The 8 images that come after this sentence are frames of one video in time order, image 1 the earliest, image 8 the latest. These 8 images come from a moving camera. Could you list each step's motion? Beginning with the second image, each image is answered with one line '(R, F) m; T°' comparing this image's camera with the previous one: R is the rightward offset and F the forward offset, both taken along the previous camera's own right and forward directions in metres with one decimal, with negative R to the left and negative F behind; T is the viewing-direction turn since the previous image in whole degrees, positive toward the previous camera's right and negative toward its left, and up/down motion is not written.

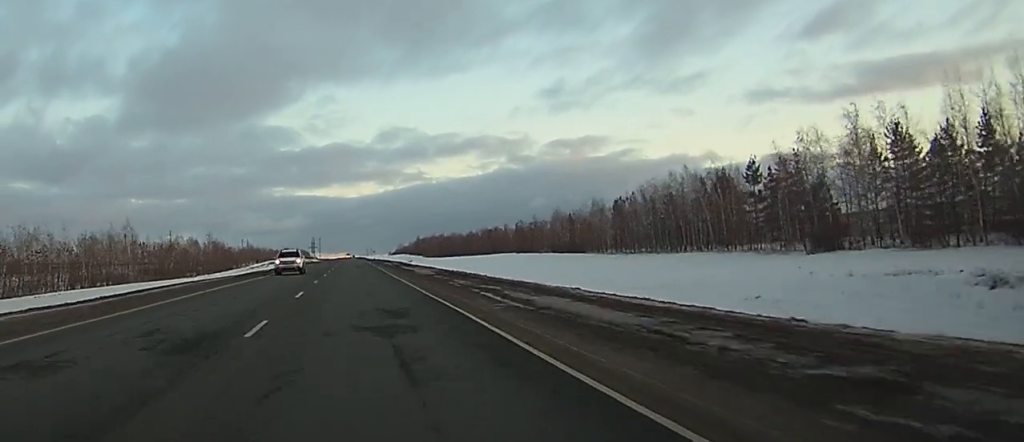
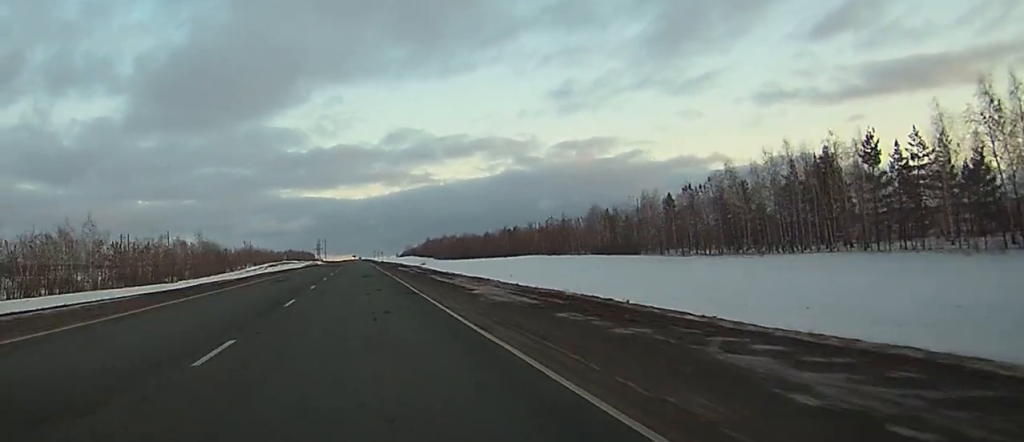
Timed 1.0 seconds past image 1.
(-0.2, +27.1) m; -1°
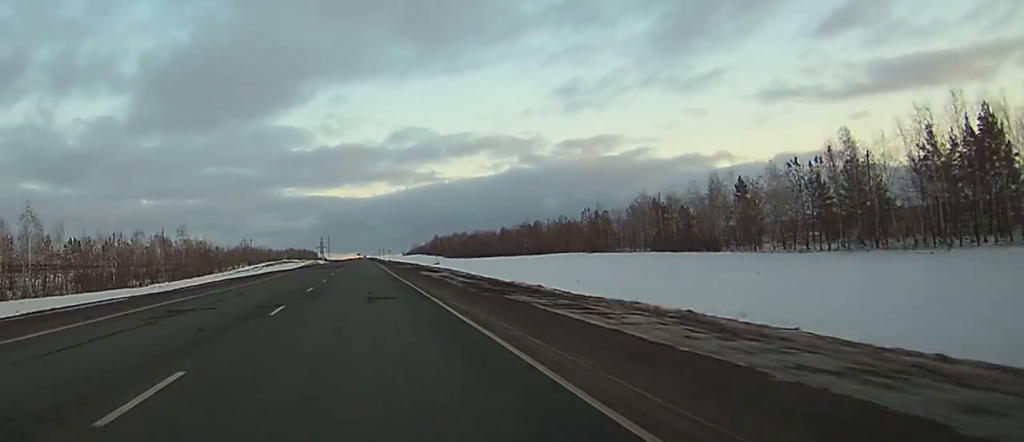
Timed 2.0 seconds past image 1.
(-0.1, +27.2) m; 0°
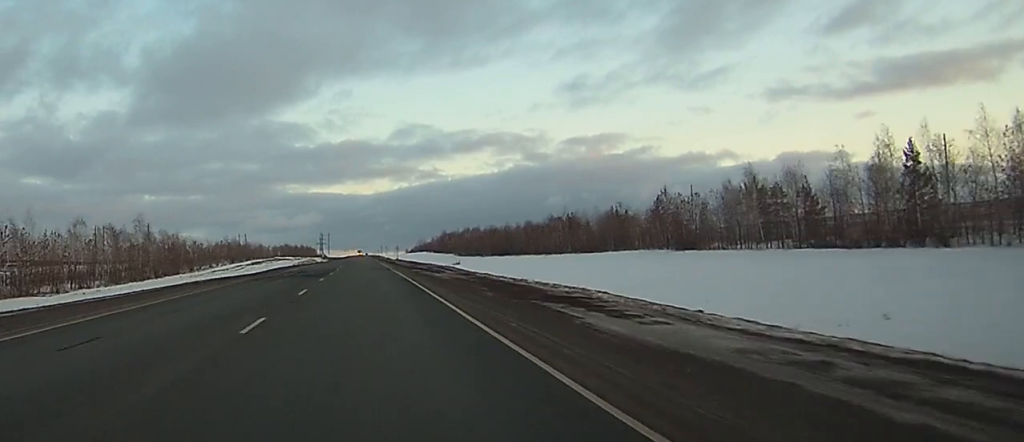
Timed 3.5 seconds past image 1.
(-0.1, +40.3) m; 0°
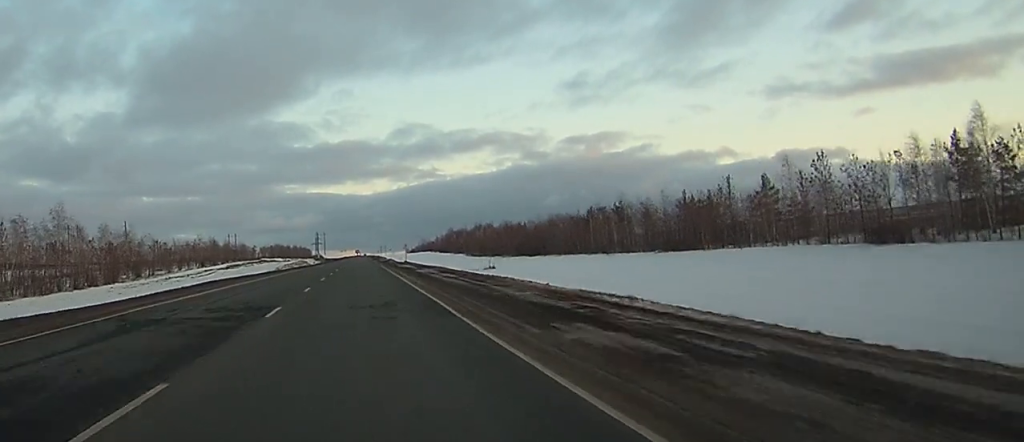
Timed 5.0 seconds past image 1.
(+0.1, +43.5) m; 0°
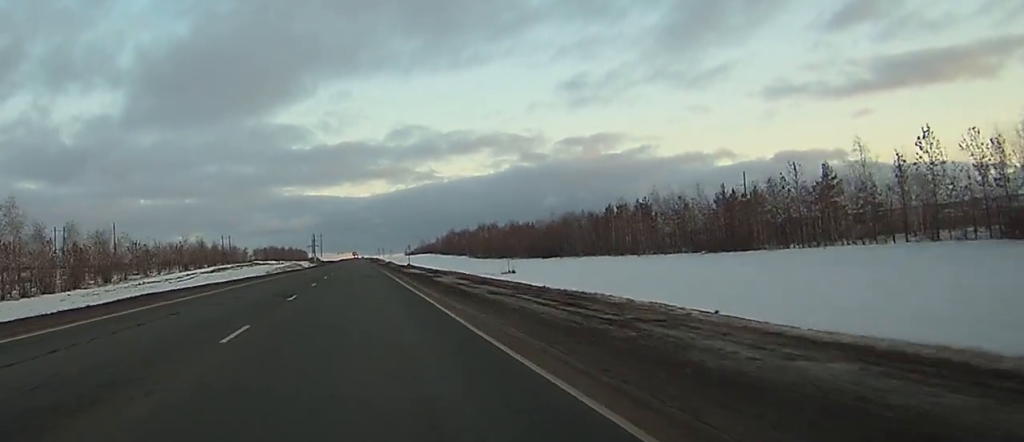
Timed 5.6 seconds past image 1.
(0.0, +16.7) m; 0°
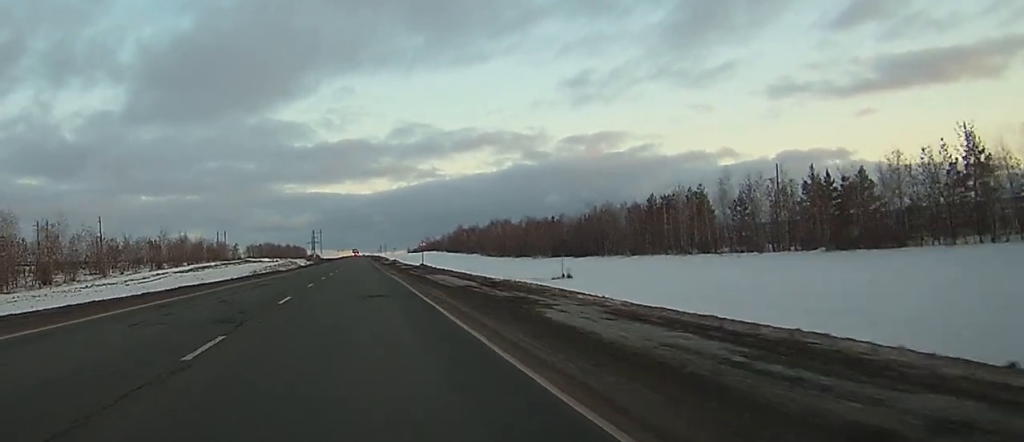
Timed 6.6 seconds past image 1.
(0.0, +26.1) m; 0°
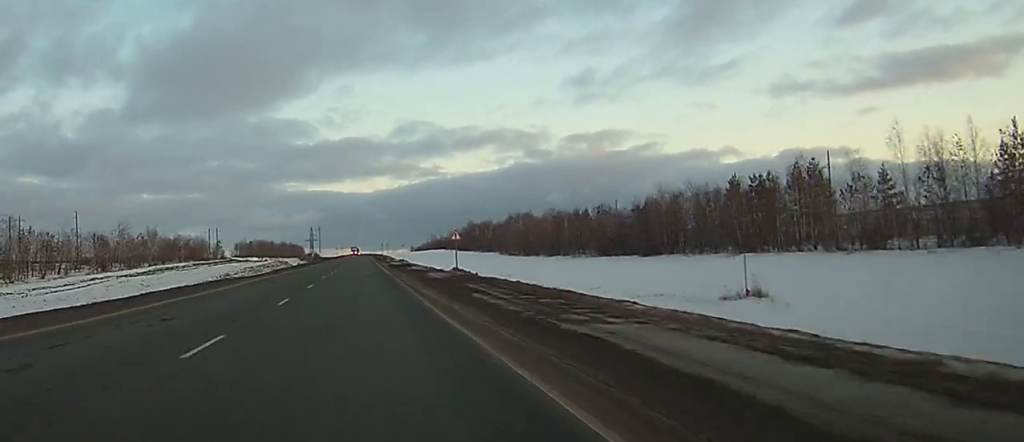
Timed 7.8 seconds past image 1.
(+0.1, +35.5) m; +1°
